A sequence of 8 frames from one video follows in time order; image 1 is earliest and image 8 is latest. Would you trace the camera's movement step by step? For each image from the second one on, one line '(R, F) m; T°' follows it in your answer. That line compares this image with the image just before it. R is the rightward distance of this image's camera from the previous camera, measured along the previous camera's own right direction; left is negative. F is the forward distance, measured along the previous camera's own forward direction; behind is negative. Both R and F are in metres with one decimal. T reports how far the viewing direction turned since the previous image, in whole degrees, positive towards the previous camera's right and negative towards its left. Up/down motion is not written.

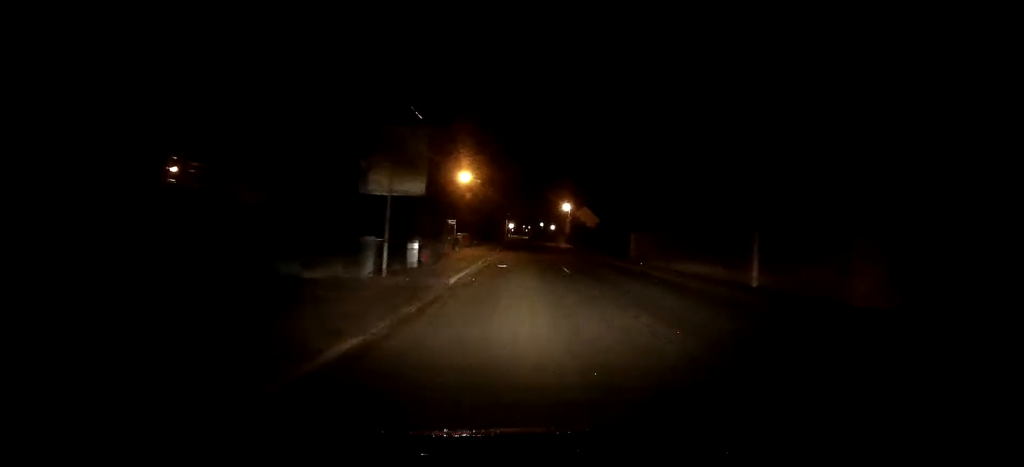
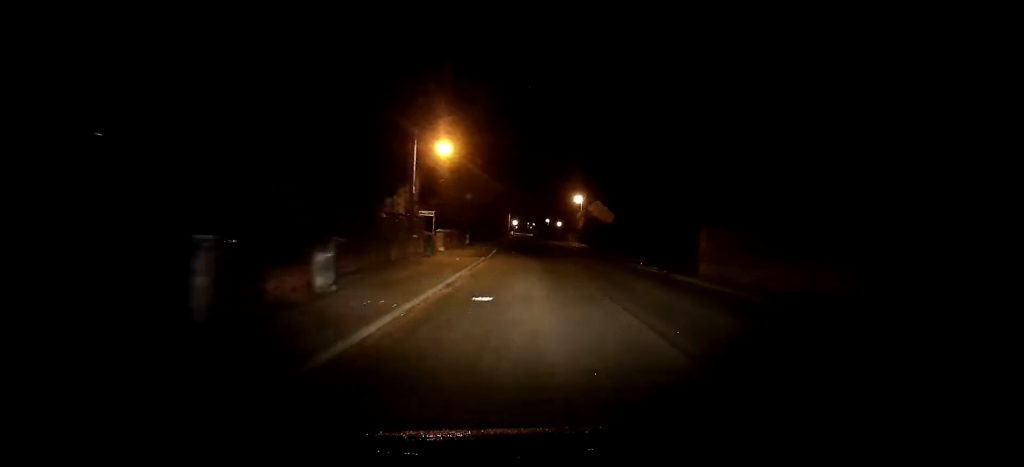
(0.0, +13.4) m; +1°
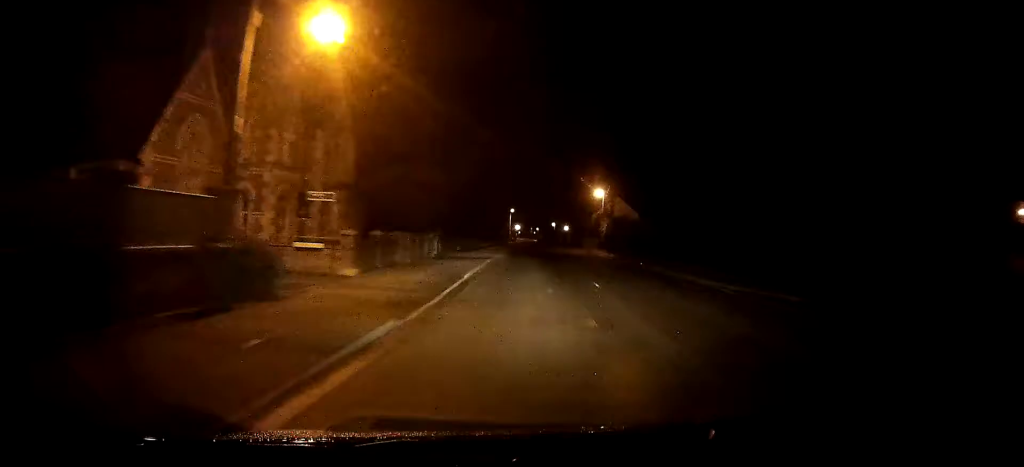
(0.0, +19.2) m; -2°
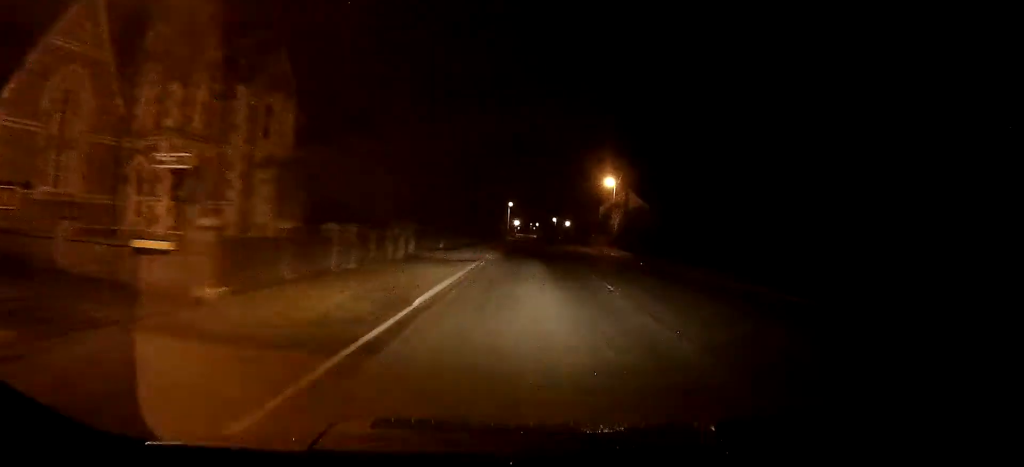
(-0.1, +7.8) m; 0°
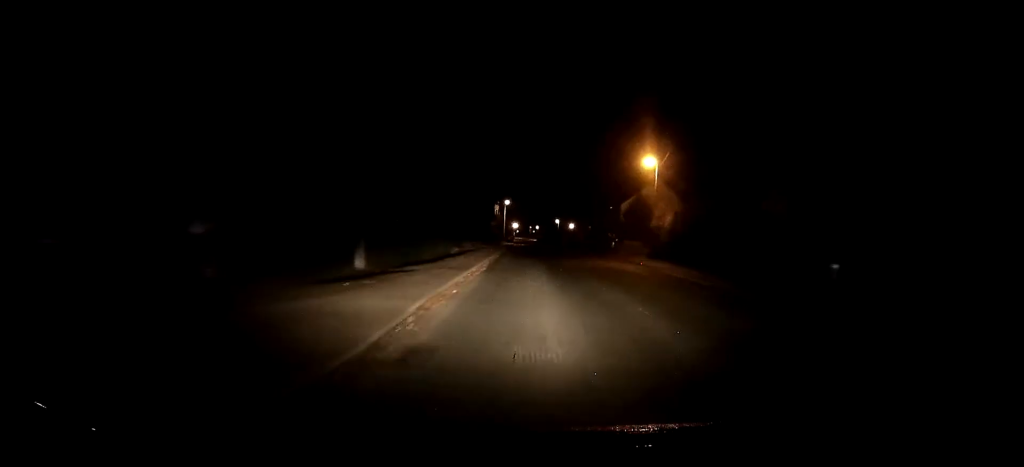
(+0.2, +17.2) m; 0°
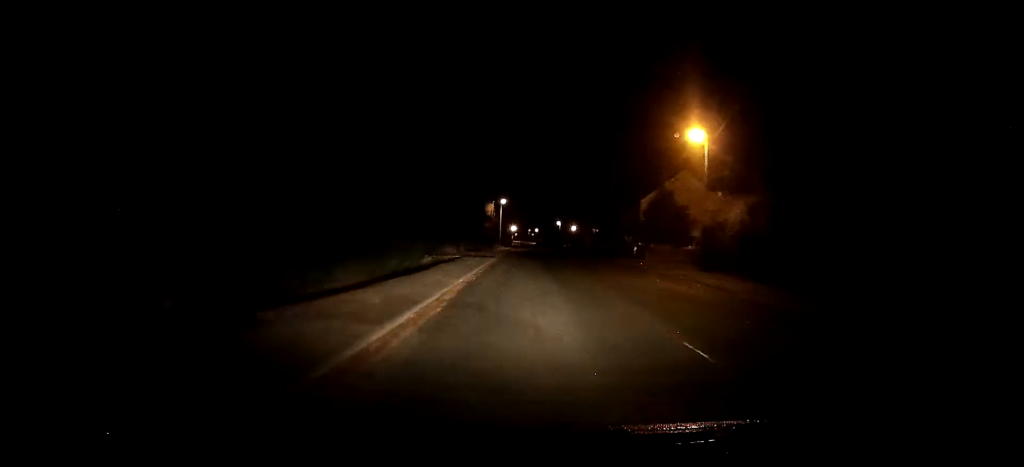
(-0.1, +10.4) m; -1°
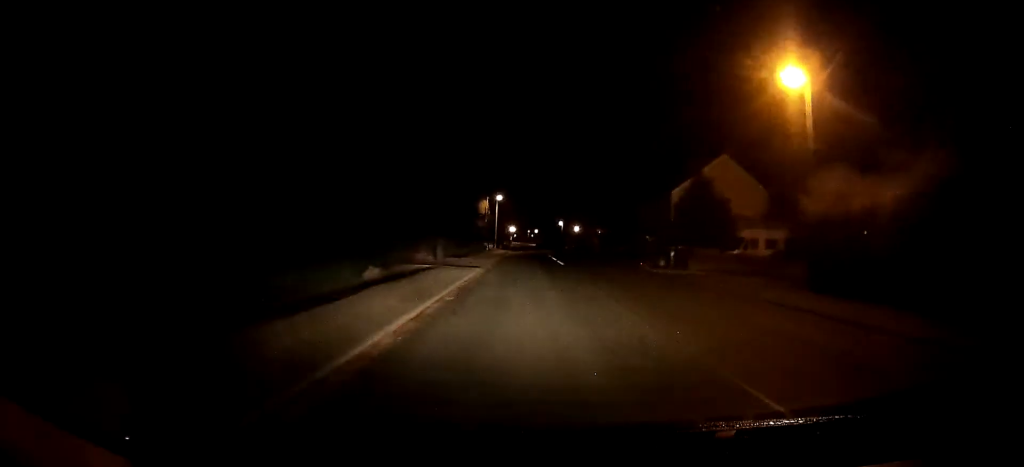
(-0.2, +10.1) m; 0°
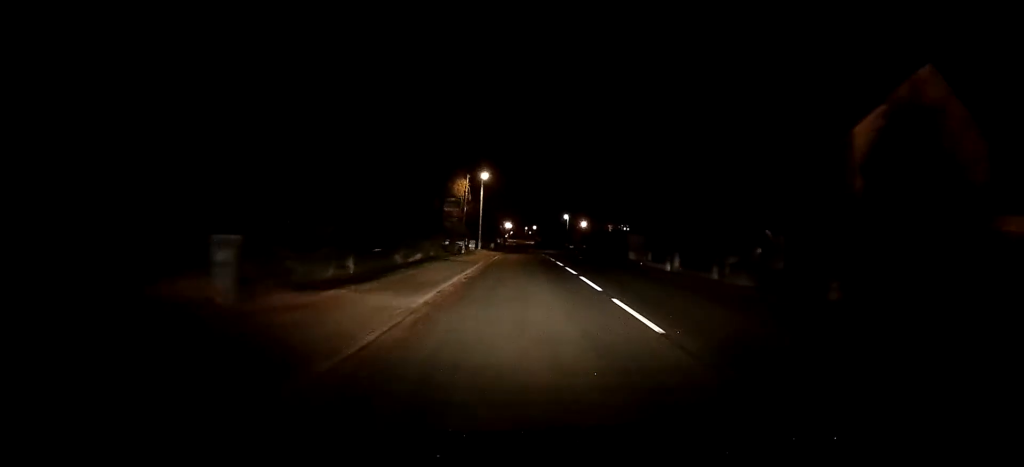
(+0.5, +21.8) m; +1°
